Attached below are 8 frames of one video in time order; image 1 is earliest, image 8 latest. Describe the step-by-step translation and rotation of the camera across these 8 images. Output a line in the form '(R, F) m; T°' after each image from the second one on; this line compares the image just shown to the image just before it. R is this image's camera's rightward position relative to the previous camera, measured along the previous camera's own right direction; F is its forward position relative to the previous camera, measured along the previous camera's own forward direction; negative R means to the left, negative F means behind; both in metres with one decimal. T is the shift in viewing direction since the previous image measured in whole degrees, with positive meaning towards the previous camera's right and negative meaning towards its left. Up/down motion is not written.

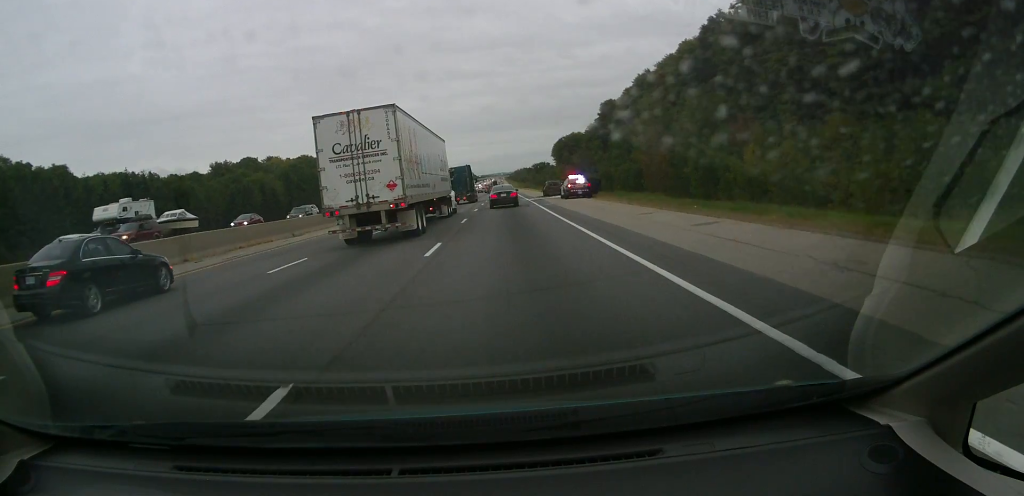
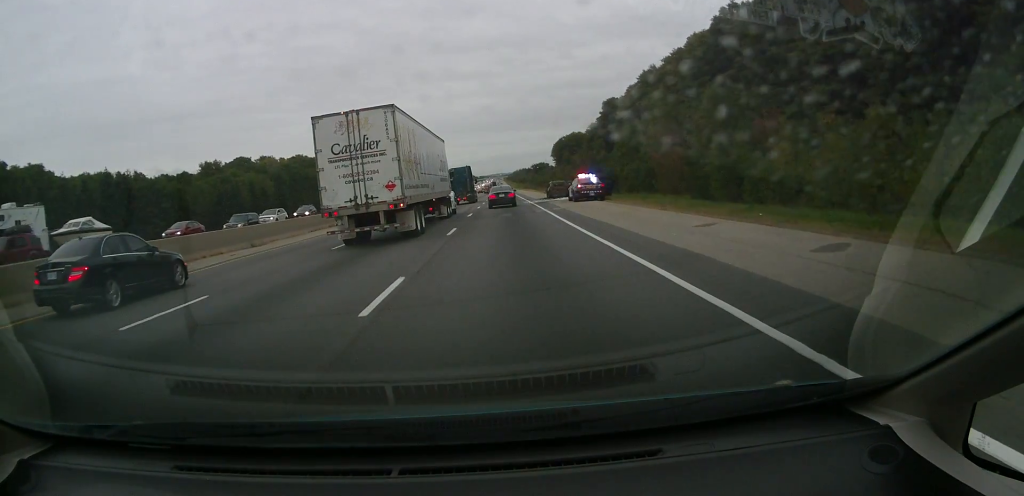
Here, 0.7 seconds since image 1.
(0.0, +6.2) m; -1°
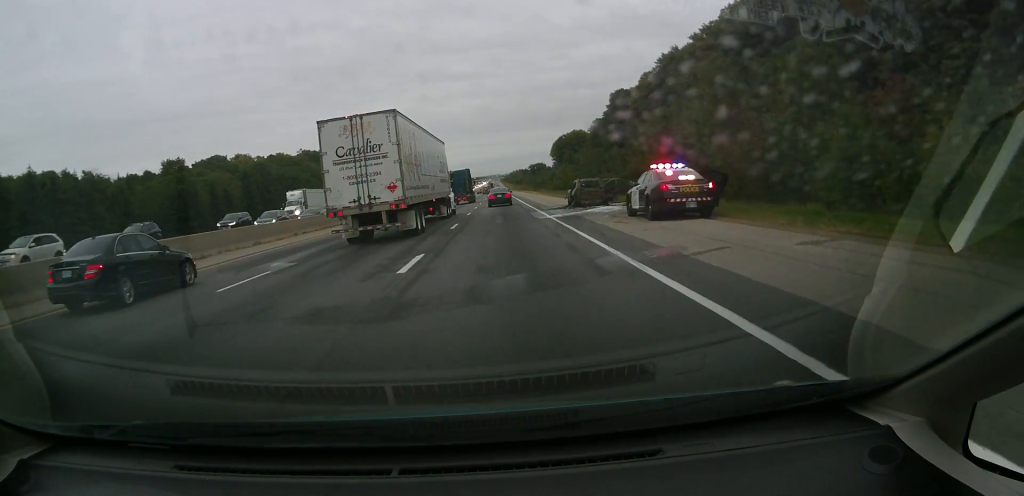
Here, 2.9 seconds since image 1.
(+0.5, +20.7) m; +3°
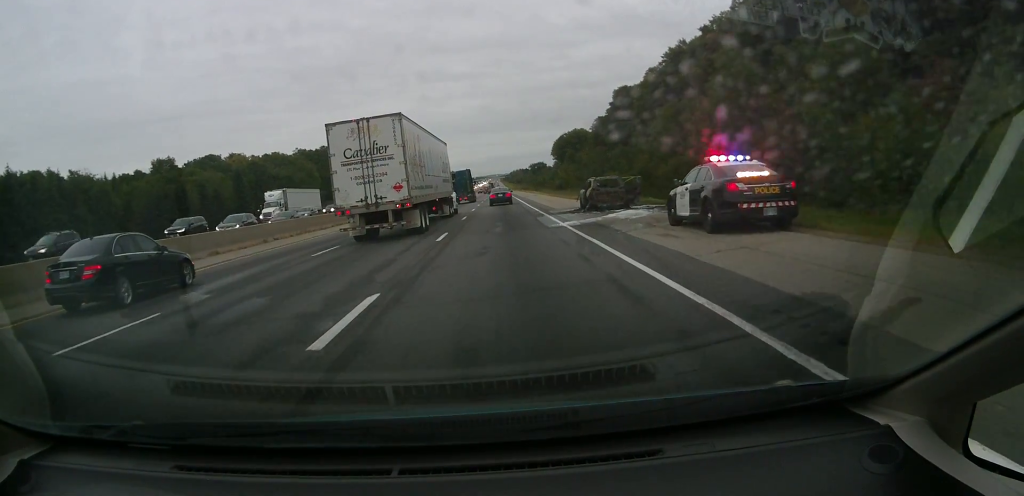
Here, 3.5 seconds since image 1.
(+0.1, +5.3) m; -1°
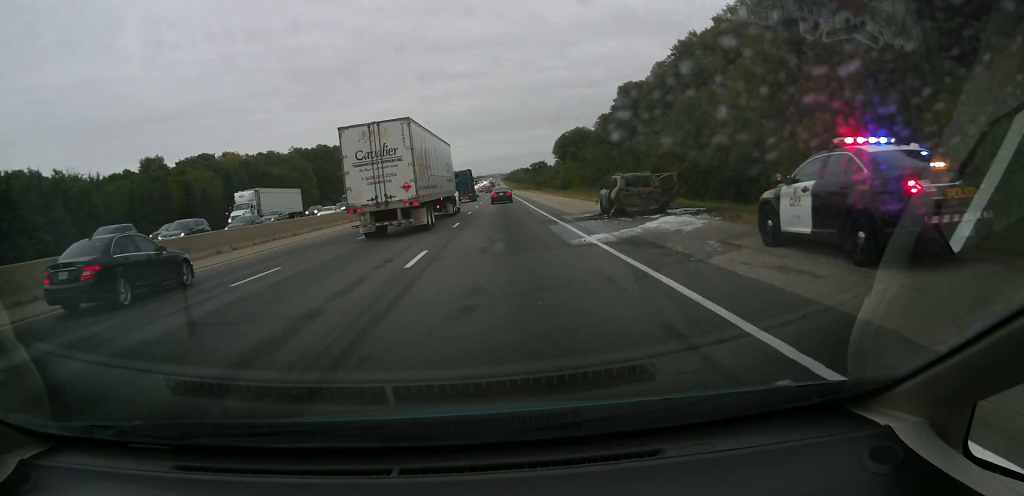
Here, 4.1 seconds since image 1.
(-0.2, +5.9) m; -1°
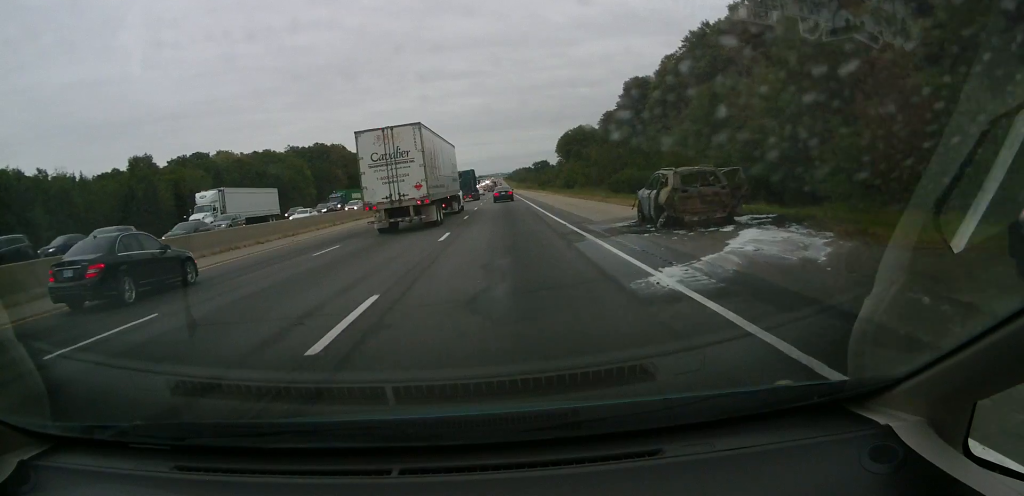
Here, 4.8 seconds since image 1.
(-0.1, +6.3) m; 0°
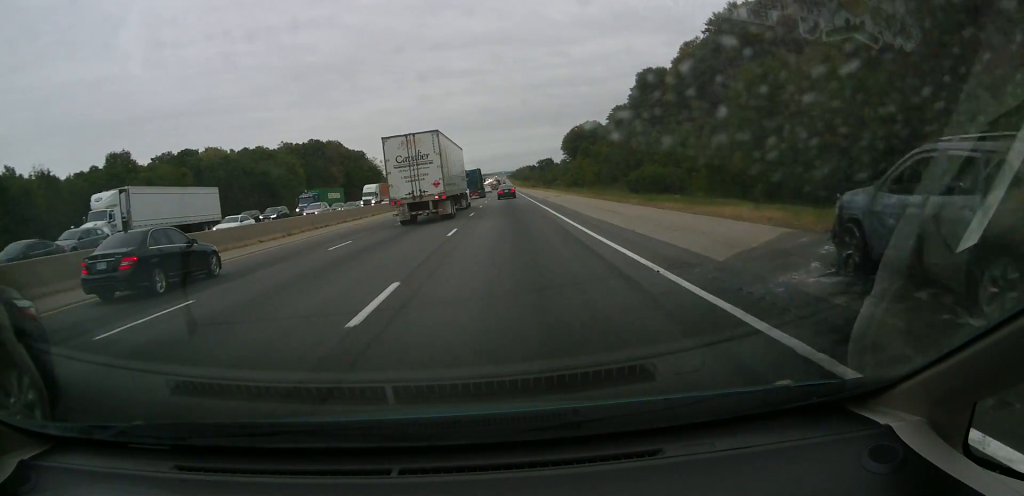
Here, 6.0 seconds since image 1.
(+0.2, +11.0) m; +2°
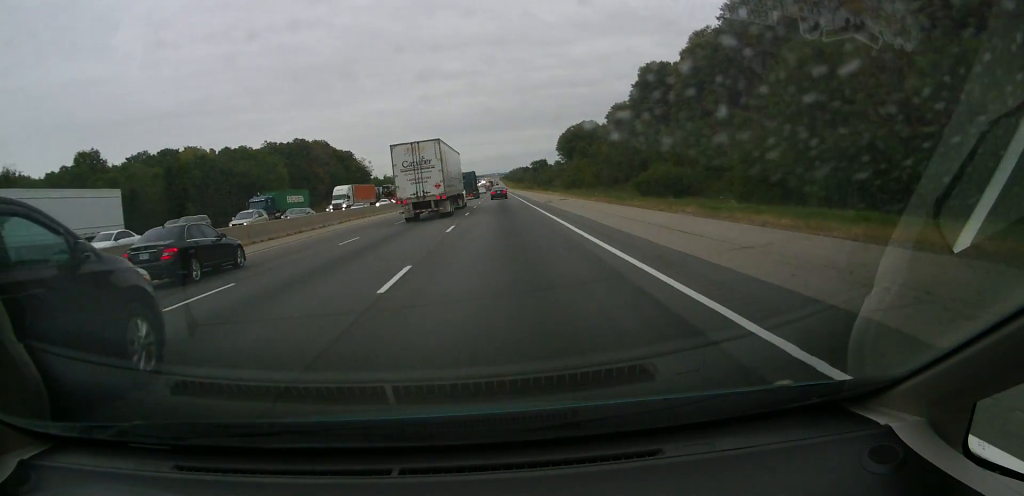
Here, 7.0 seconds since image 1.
(+0.2, +9.8) m; +1°
